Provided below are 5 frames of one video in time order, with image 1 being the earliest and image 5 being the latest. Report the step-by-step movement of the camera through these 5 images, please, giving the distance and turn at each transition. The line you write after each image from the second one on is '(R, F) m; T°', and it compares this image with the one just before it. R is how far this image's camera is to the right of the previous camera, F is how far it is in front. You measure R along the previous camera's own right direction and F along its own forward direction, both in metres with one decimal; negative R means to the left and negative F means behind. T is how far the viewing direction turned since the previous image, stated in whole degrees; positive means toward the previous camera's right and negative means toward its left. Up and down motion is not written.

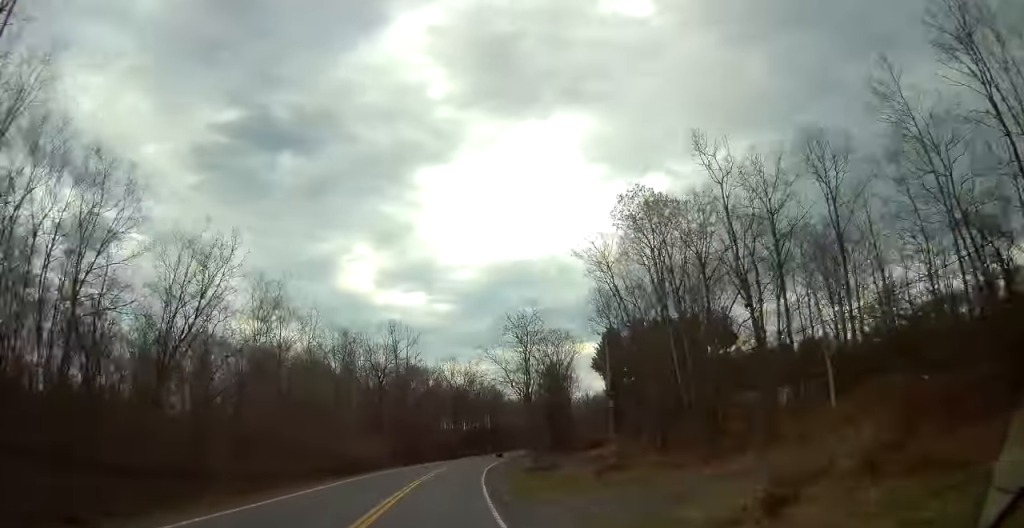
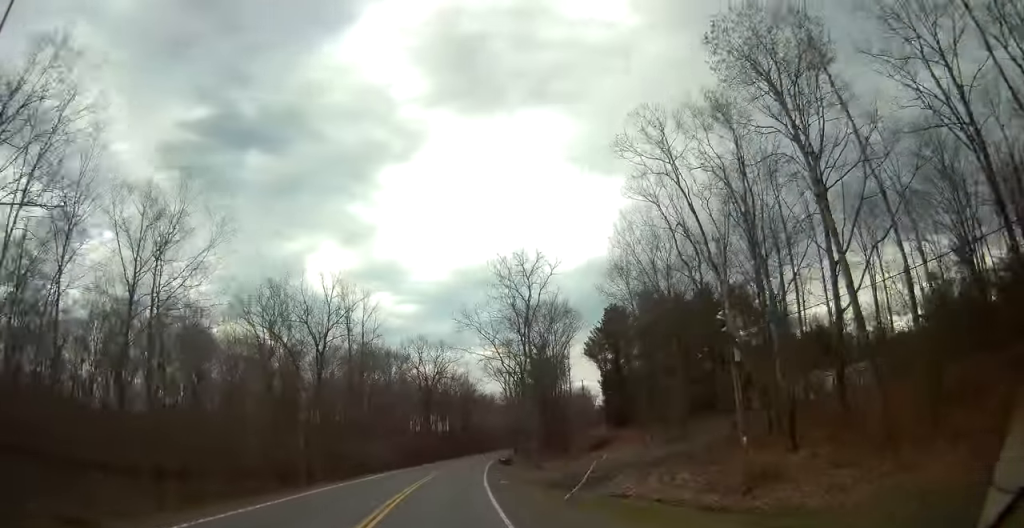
(+0.5, +20.5) m; +3°
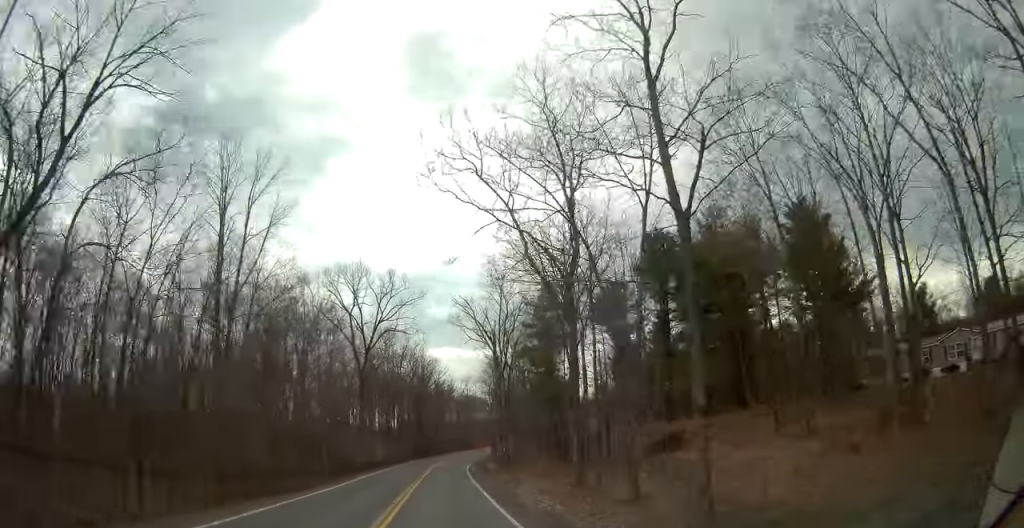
(+1.7, +33.0) m; +5°
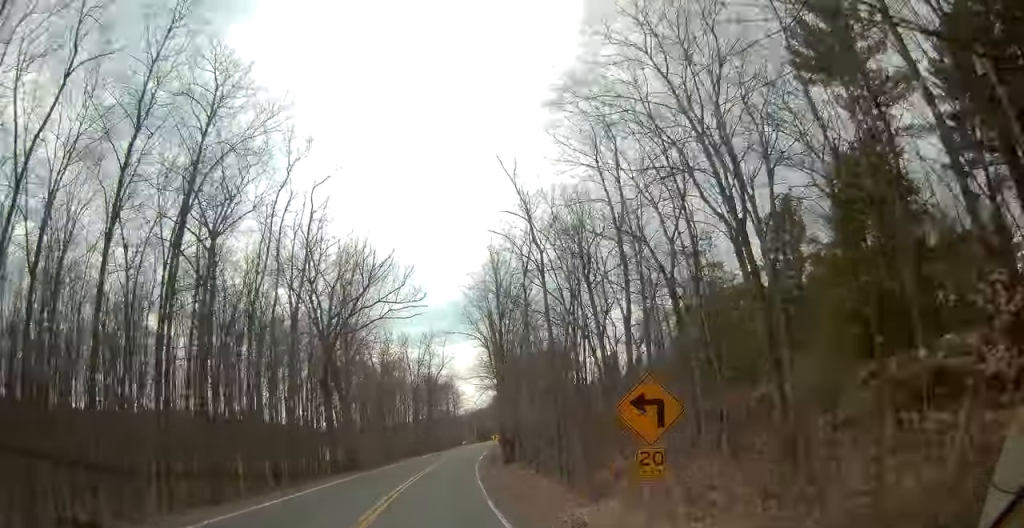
(+2.0, +55.6) m; +4°
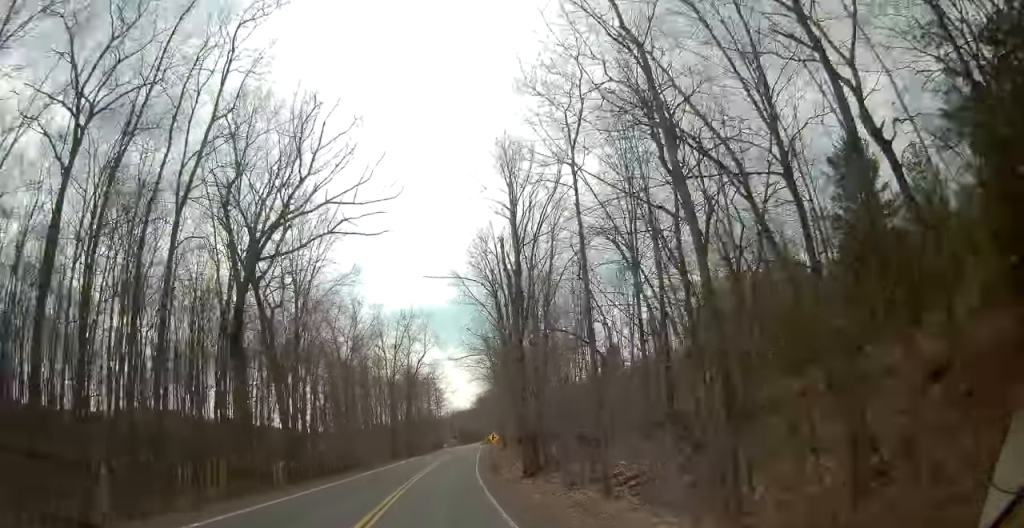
(+0.3, +14.6) m; +2°
